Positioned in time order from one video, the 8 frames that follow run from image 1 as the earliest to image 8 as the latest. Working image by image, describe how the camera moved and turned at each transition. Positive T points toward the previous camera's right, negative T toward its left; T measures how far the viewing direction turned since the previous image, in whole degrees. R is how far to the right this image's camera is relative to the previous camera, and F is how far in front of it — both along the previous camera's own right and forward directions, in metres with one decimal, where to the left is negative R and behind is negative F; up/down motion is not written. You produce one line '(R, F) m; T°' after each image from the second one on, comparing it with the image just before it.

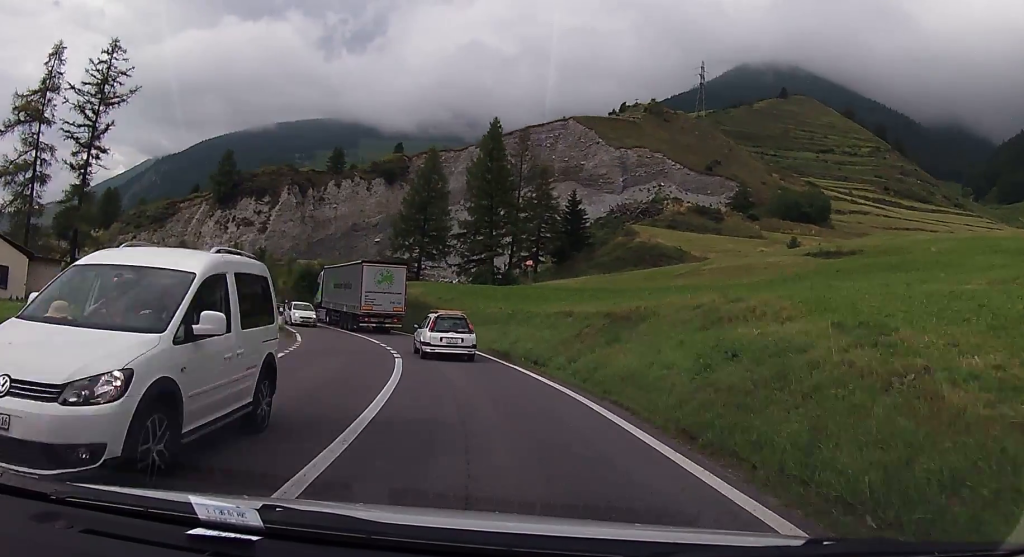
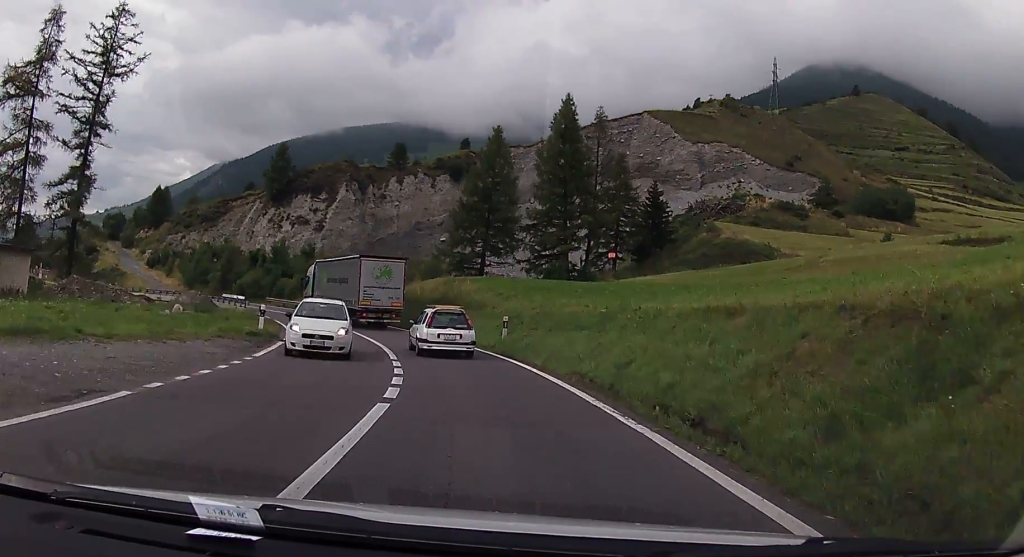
(-1.0, +11.0) m; -9°
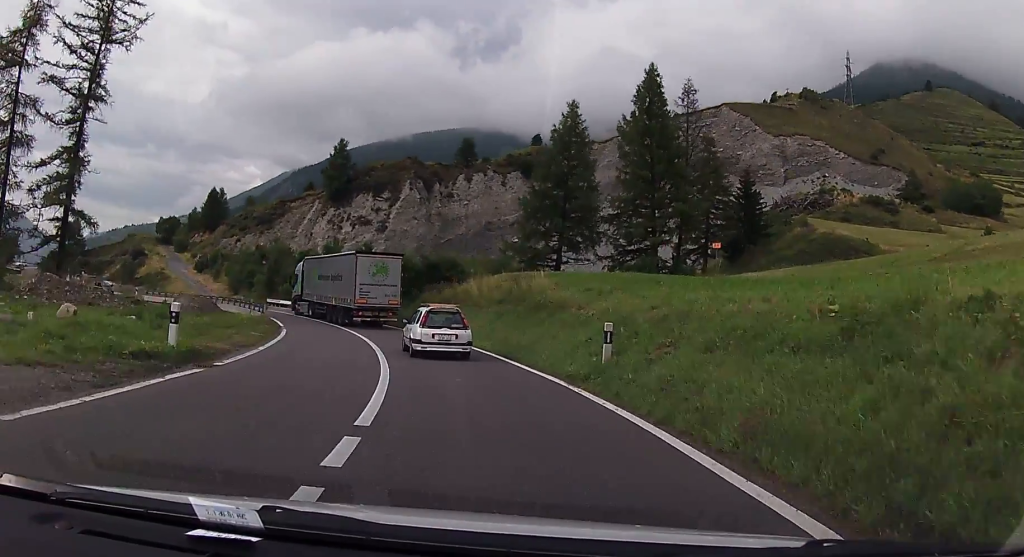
(-0.7, +11.1) m; -5°
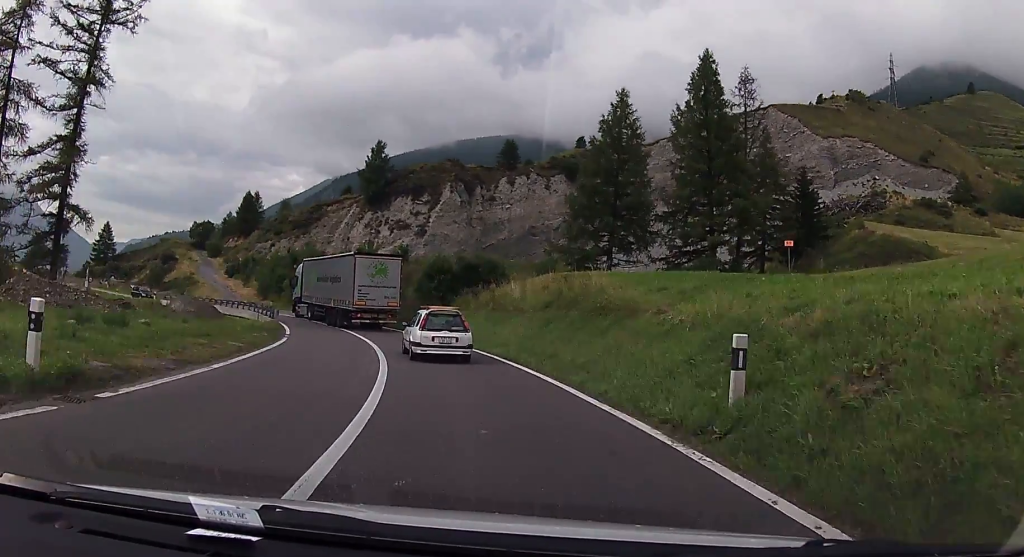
(-0.2, +5.9) m; -3°
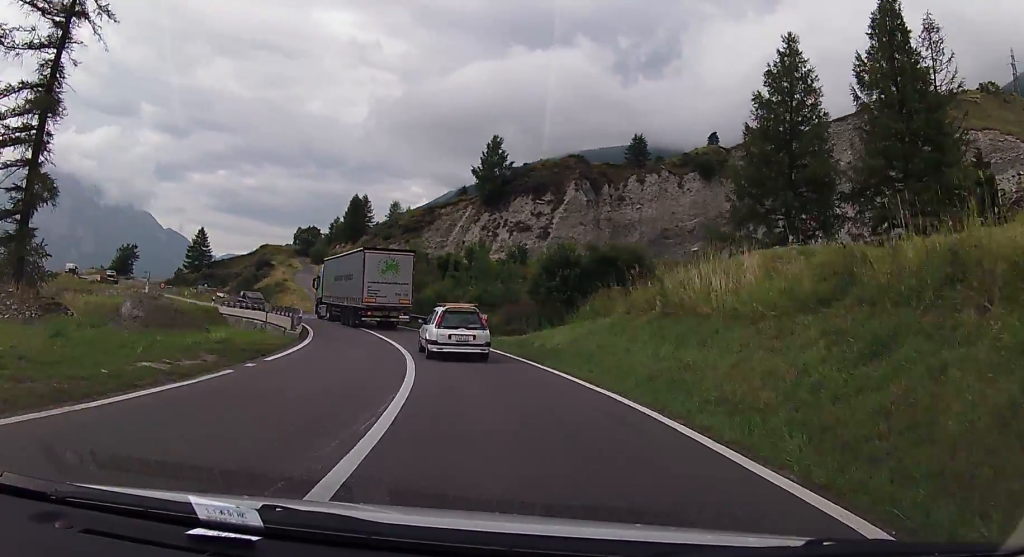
(-1.2, +15.5) m; -10°
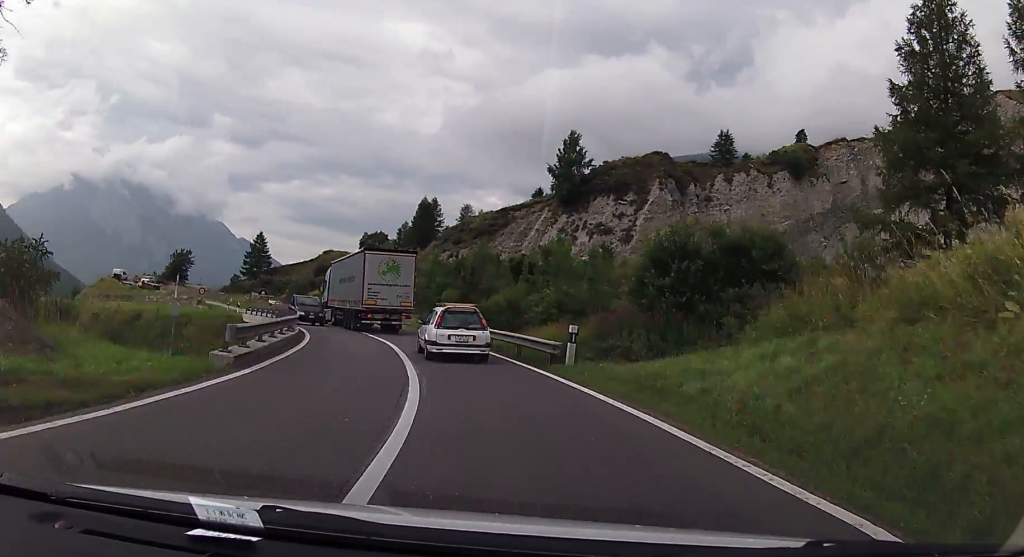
(-0.8, +11.4) m; -8°
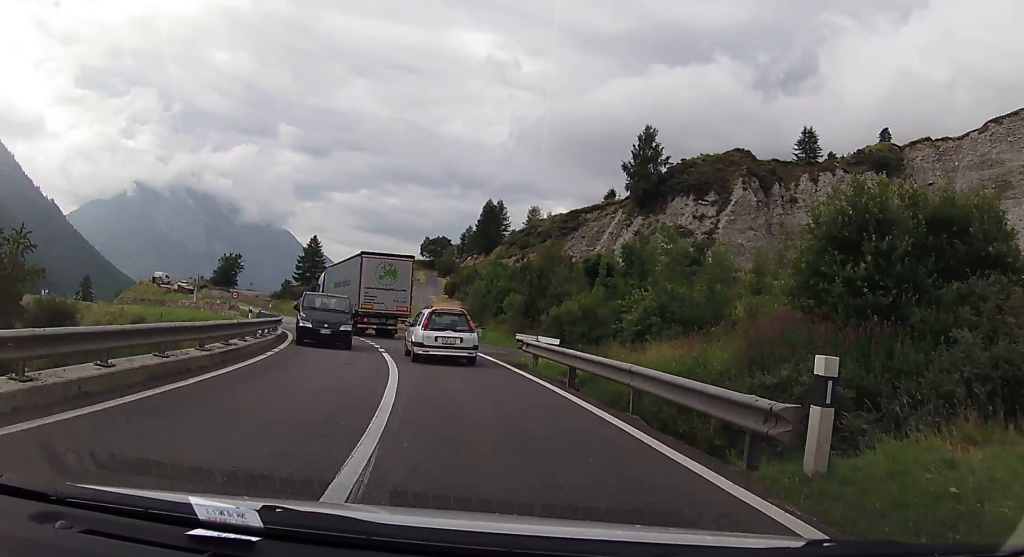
(-0.7, +10.9) m; -6°
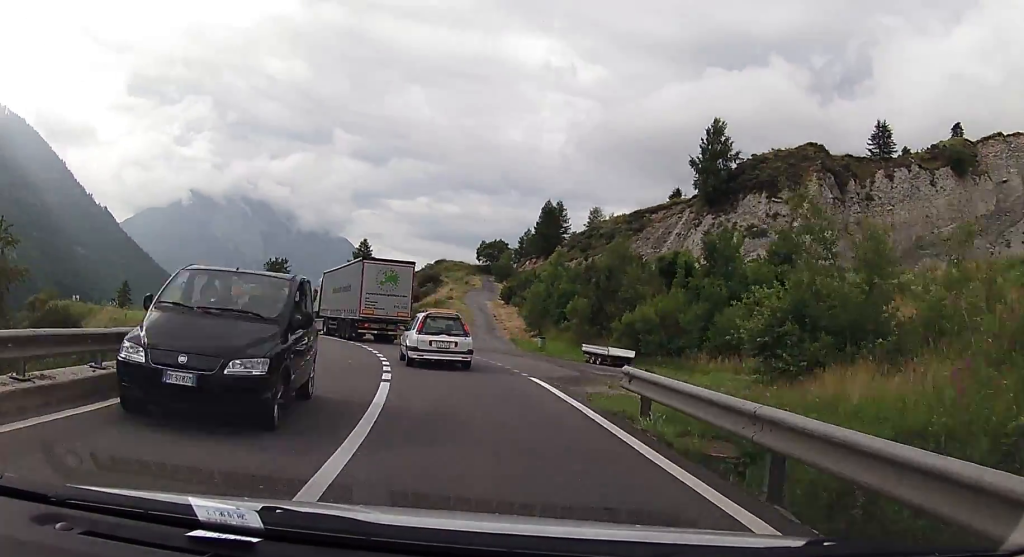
(-0.3, +8.3) m; -4°
